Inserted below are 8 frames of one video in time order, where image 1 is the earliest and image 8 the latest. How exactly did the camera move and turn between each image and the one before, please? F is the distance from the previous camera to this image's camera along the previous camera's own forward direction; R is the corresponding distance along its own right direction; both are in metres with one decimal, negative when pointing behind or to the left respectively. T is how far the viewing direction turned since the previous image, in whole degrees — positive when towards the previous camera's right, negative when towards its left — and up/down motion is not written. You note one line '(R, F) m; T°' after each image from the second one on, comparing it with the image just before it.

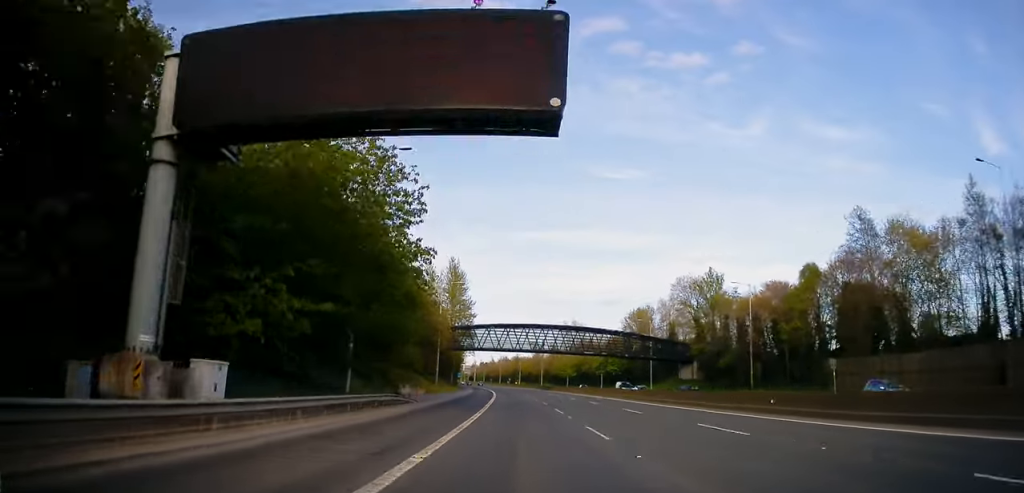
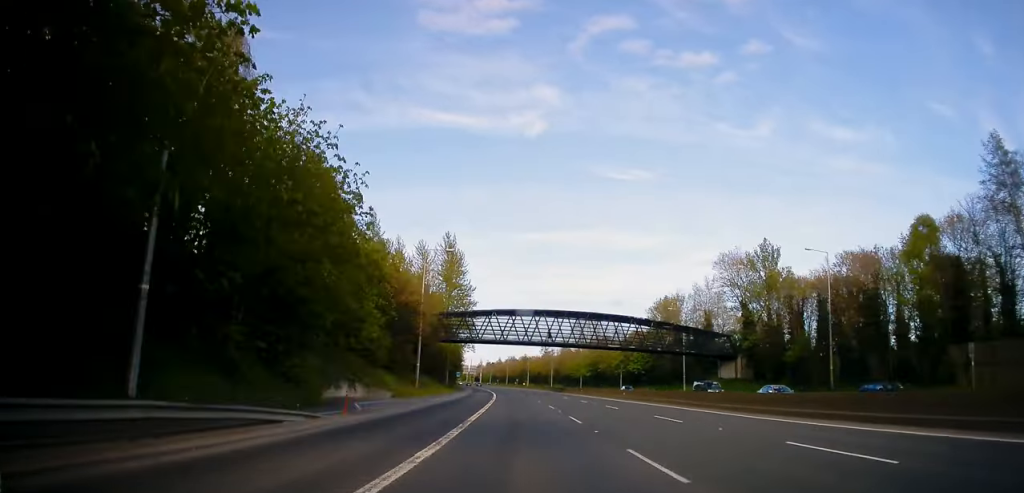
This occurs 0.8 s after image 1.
(-0.3, +18.9) m; -2°
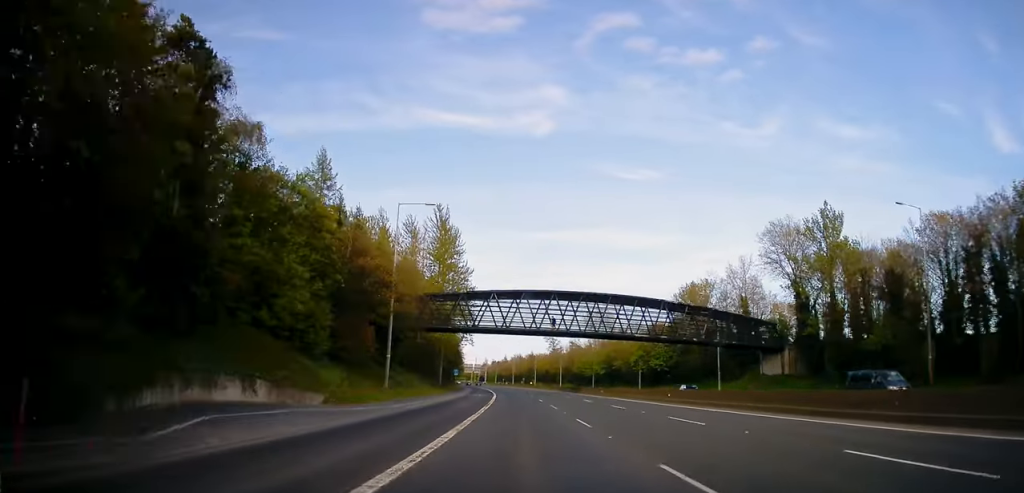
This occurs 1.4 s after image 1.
(-0.2, +15.1) m; -1°
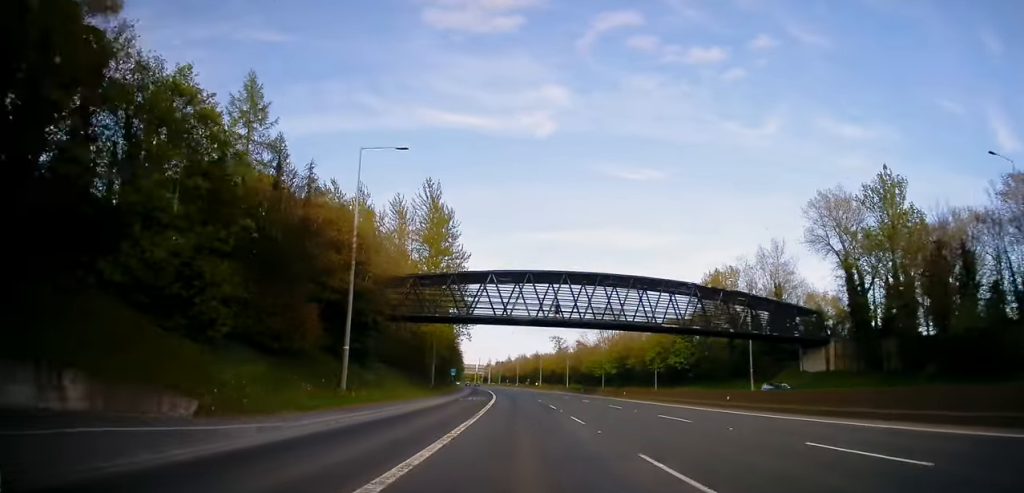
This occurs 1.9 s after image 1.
(-0.1, +10.3) m; 0°
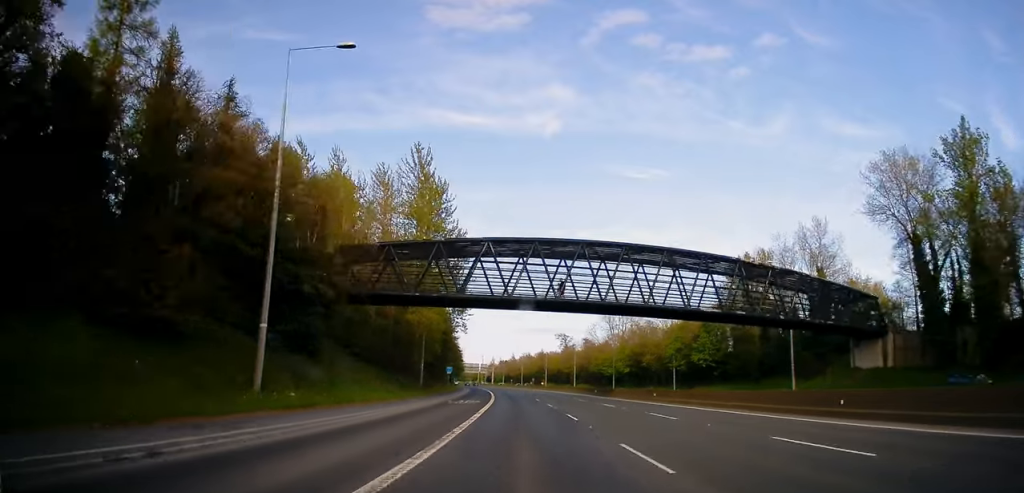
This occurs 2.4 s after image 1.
(0.0, +11.2) m; 0°
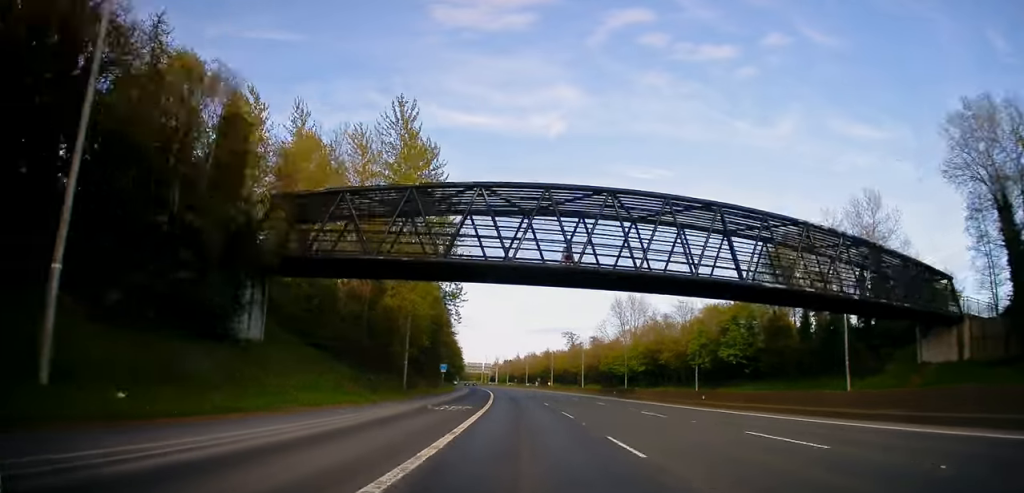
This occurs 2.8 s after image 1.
(0.0, +11.1) m; 0°
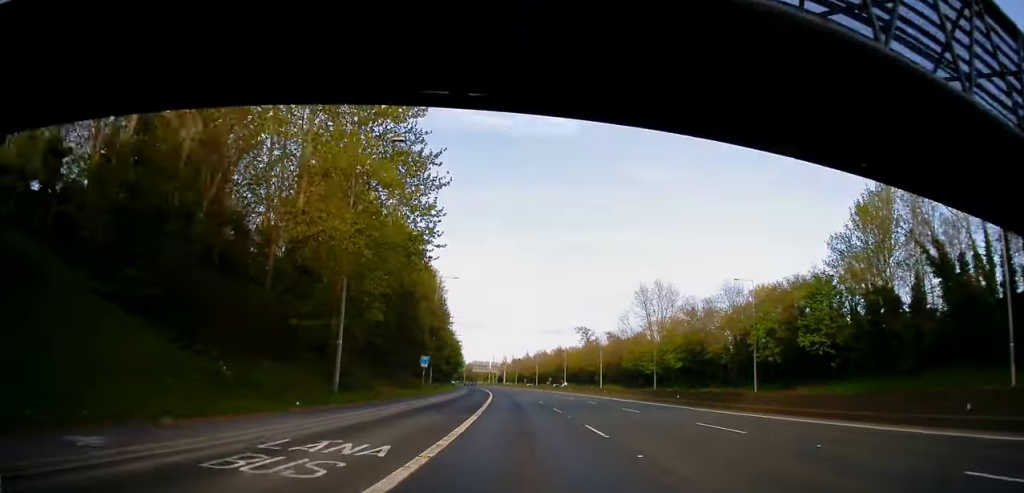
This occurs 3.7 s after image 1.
(0.0, +20.3) m; 0°
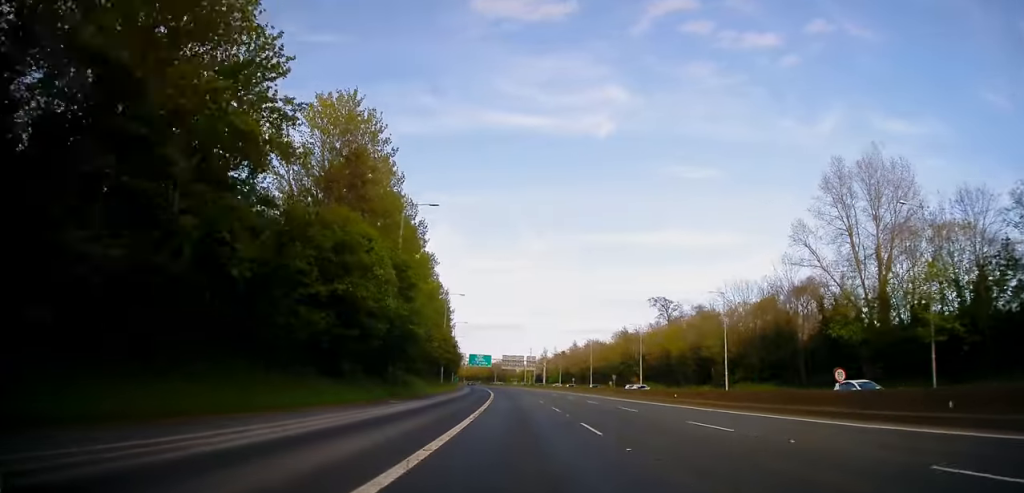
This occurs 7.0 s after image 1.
(-2.9, +74.7) m; -4°
